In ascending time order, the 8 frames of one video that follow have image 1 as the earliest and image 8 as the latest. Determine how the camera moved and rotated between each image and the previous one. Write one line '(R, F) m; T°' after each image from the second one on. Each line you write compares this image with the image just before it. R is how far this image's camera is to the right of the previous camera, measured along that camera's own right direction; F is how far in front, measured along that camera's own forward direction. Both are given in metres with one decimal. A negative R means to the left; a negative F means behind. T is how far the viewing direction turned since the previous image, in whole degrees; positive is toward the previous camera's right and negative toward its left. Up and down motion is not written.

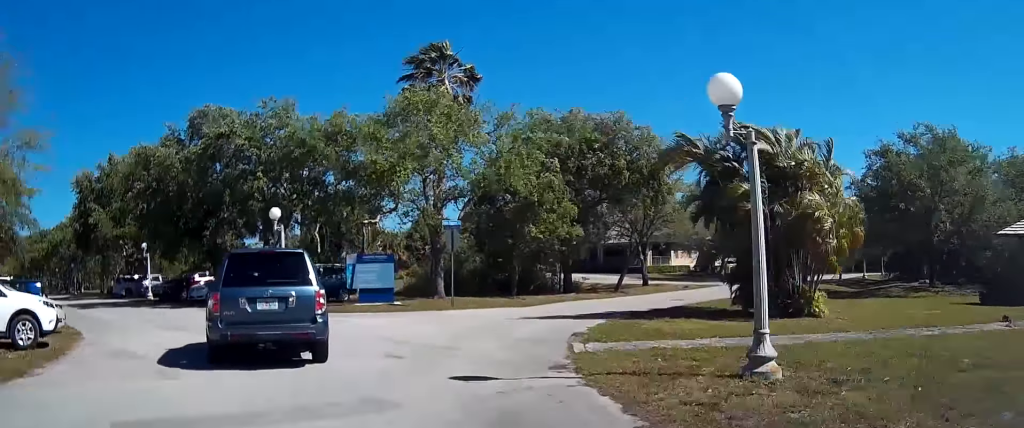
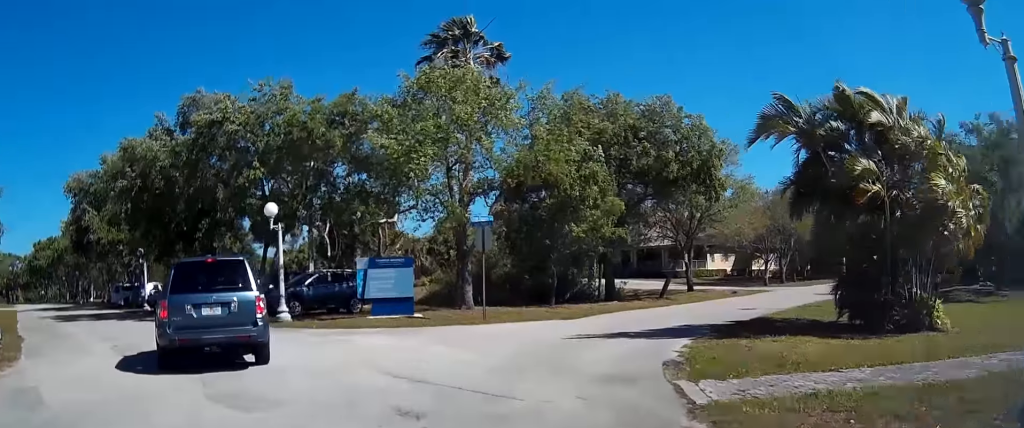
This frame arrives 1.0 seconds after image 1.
(+0.1, +4.6) m; -2°
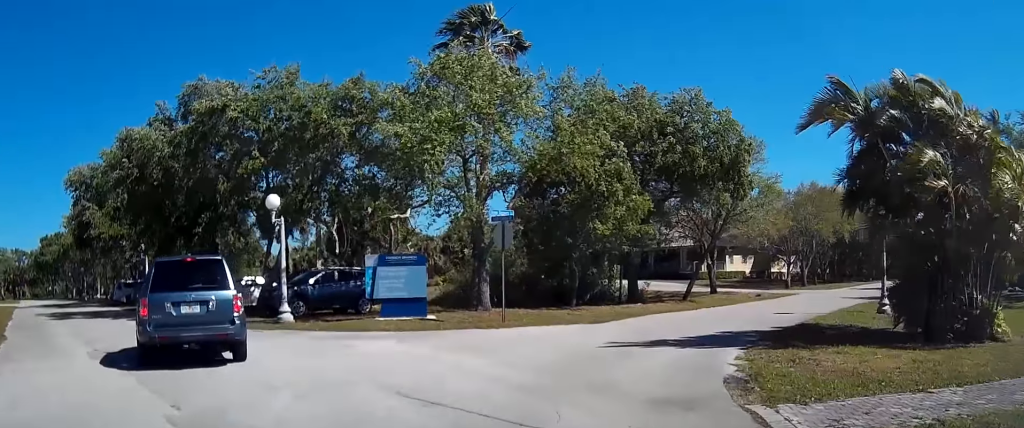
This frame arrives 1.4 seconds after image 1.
(0.0, +1.8) m; -3°
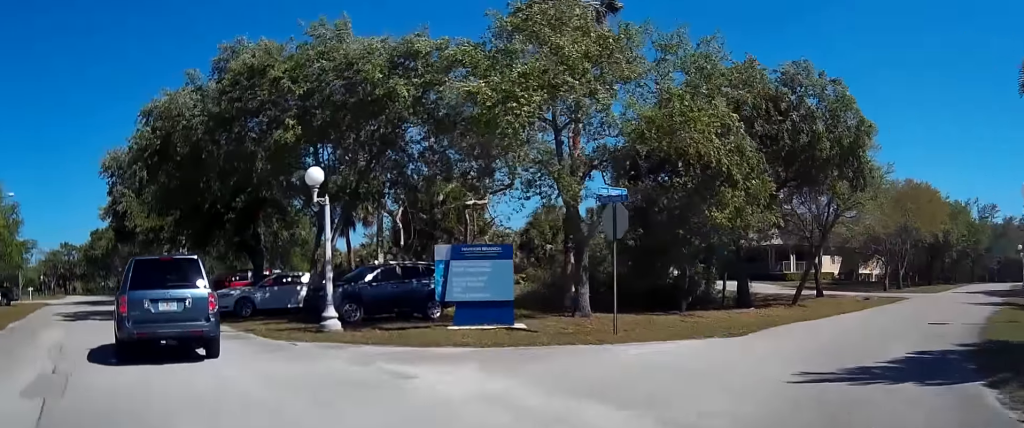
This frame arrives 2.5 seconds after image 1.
(-0.3, +4.7) m; -9°
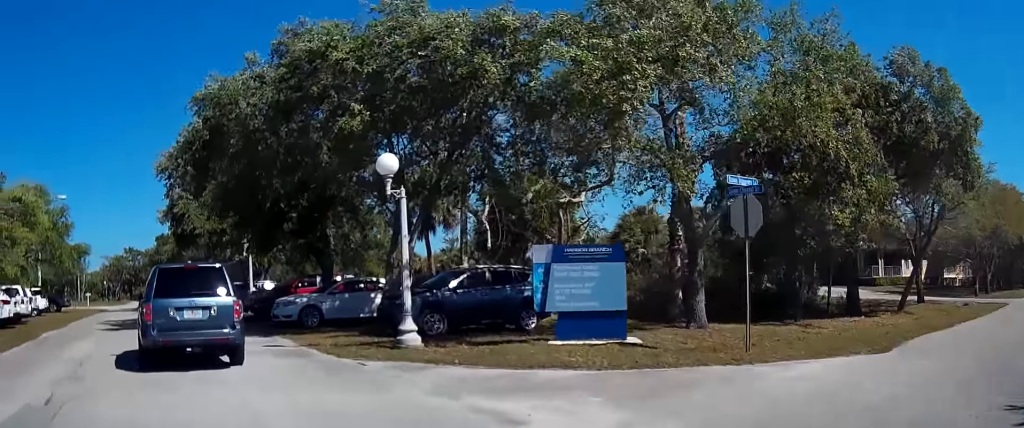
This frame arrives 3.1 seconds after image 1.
(-0.1, +2.6) m; -6°
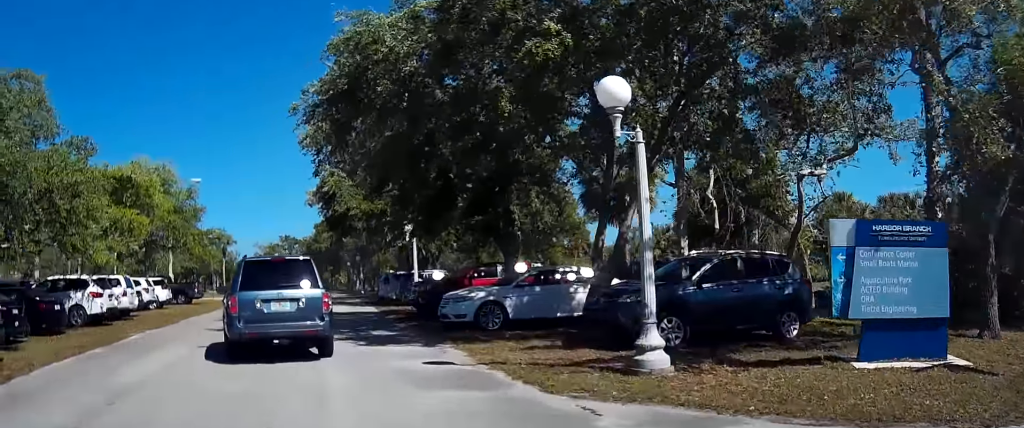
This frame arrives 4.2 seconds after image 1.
(-0.5, +5.0) m; -11°
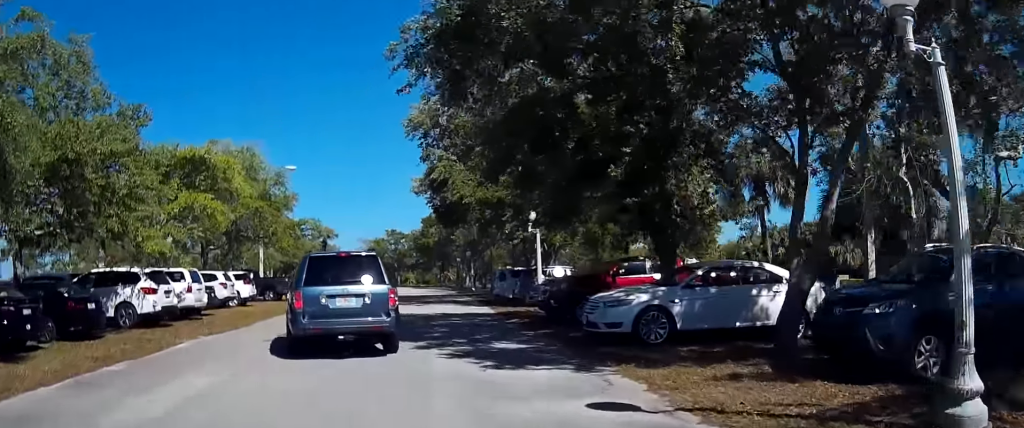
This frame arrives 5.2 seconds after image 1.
(-0.3, +4.1) m; -6°
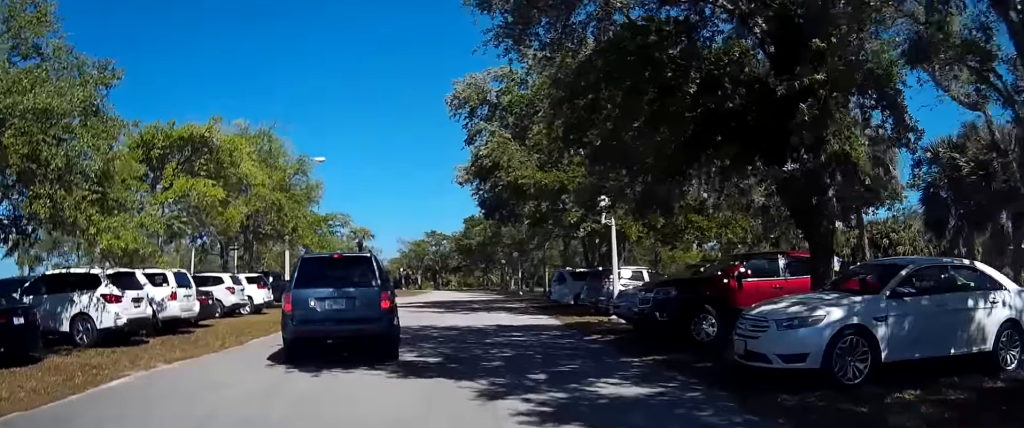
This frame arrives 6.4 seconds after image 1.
(-0.2, +5.0) m; -4°
